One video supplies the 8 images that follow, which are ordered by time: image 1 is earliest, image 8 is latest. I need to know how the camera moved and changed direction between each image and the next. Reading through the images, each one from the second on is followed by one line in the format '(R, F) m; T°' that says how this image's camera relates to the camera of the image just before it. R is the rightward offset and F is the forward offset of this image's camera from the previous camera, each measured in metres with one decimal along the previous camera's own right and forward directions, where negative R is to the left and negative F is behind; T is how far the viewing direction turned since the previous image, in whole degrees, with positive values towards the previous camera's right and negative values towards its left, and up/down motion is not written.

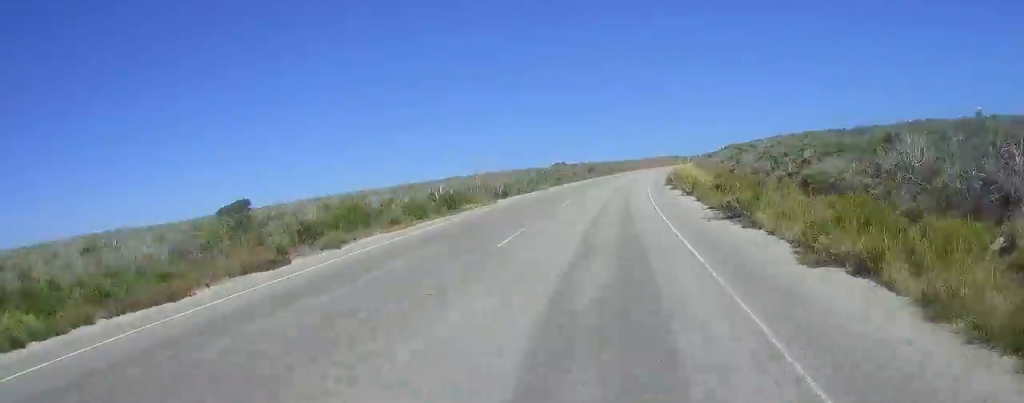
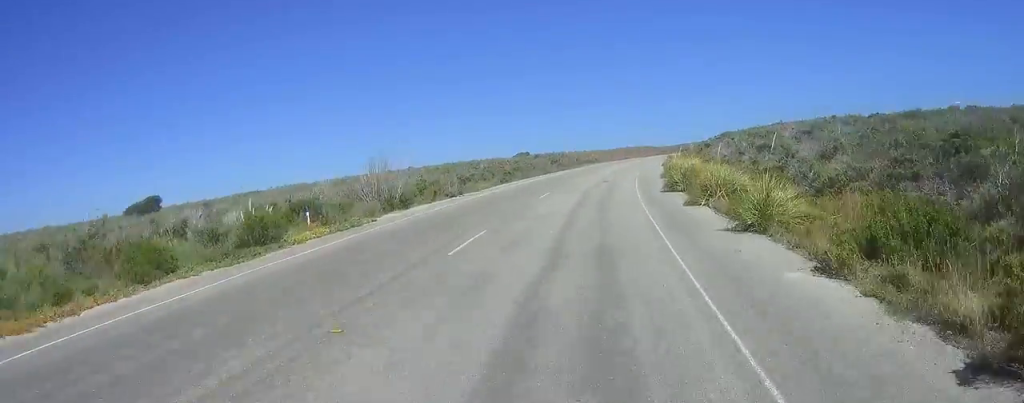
(+0.3, +16.6) m; +1°
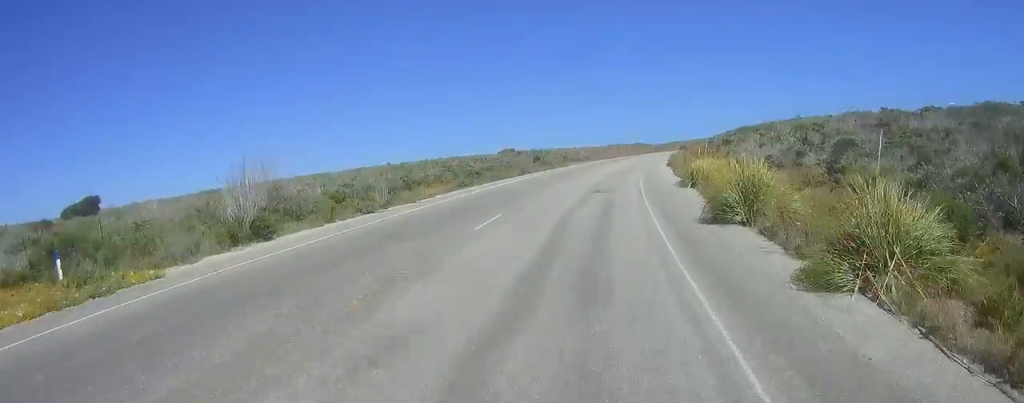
(0.0, +11.5) m; +1°
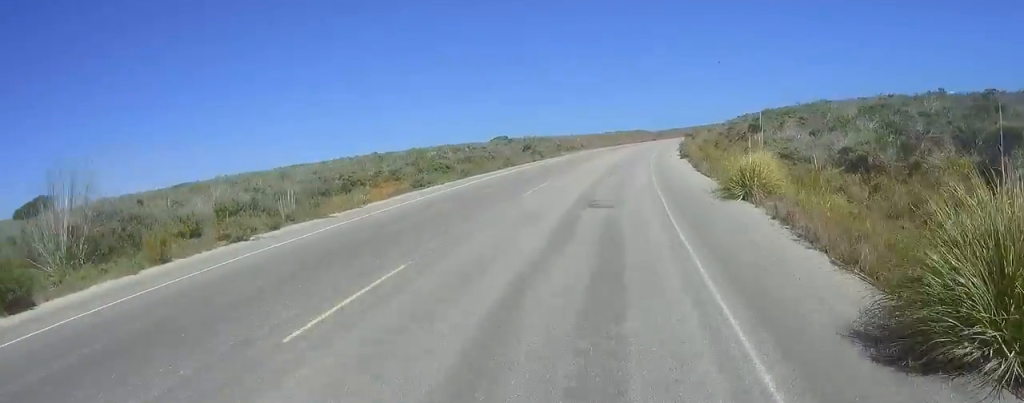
(+0.1, +8.8) m; +1°
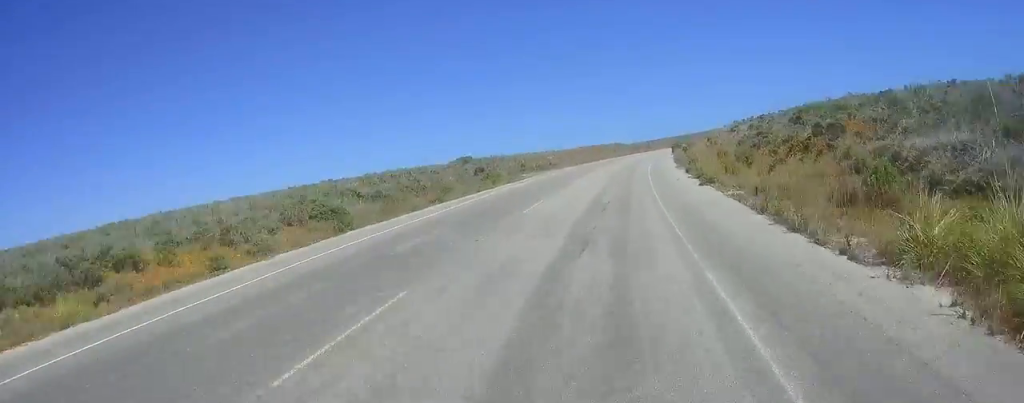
(+0.1, +14.5) m; +3°
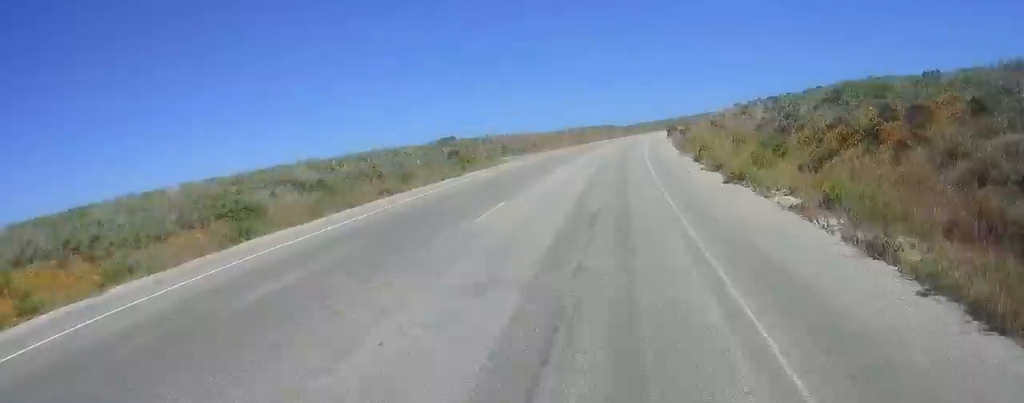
(+0.1, +6.2) m; +1°
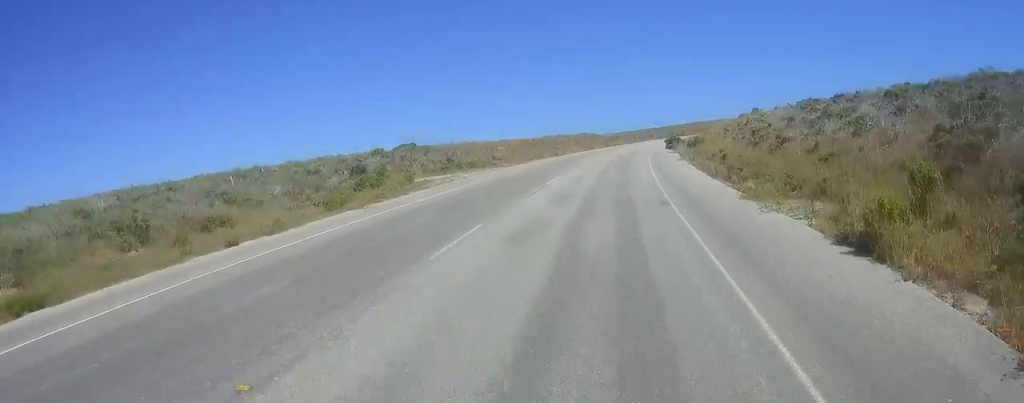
(+0.7, +17.6) m; +2°
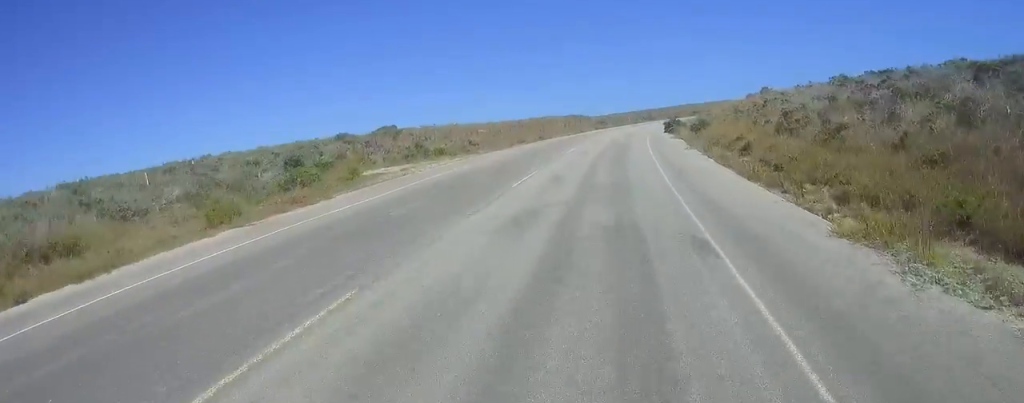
(+0.1, +6.5) m; 0°
